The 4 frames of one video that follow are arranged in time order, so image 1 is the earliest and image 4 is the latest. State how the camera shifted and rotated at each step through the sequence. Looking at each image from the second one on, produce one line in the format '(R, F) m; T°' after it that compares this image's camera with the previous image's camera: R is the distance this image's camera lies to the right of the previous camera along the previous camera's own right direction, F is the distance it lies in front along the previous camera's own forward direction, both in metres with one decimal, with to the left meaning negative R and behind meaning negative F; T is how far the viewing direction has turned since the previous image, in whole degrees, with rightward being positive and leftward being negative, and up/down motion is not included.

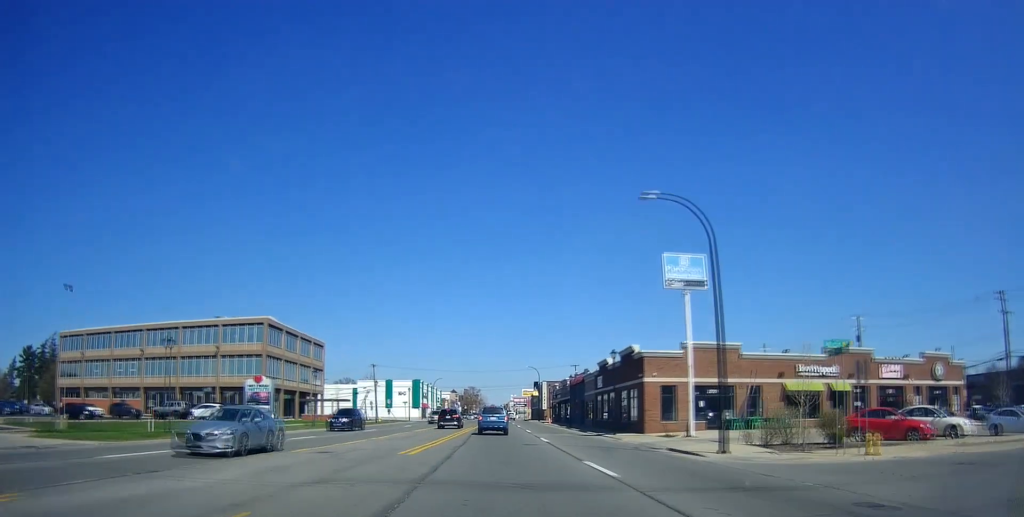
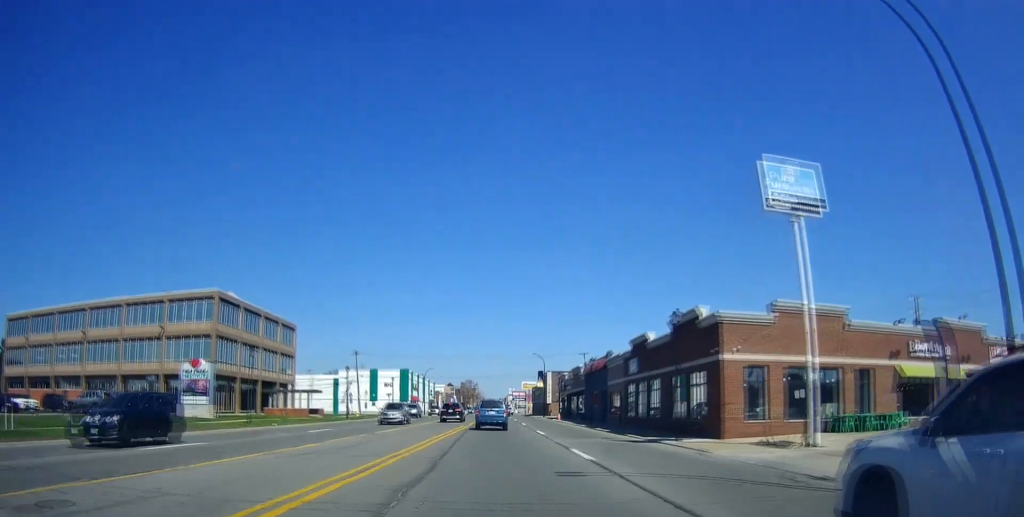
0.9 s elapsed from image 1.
(-0.7, +11.7) m; -1°
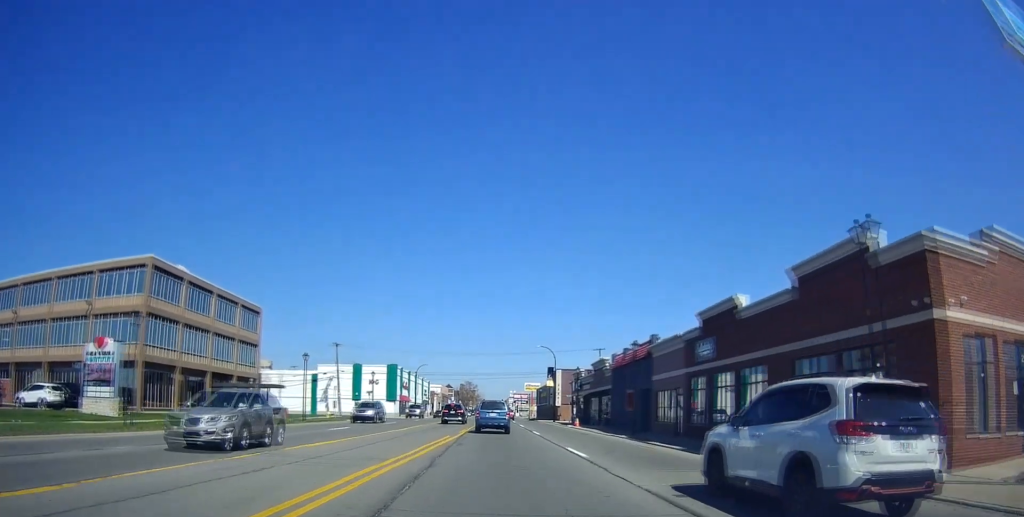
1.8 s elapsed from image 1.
(+0.3, +12.0) m; +3°
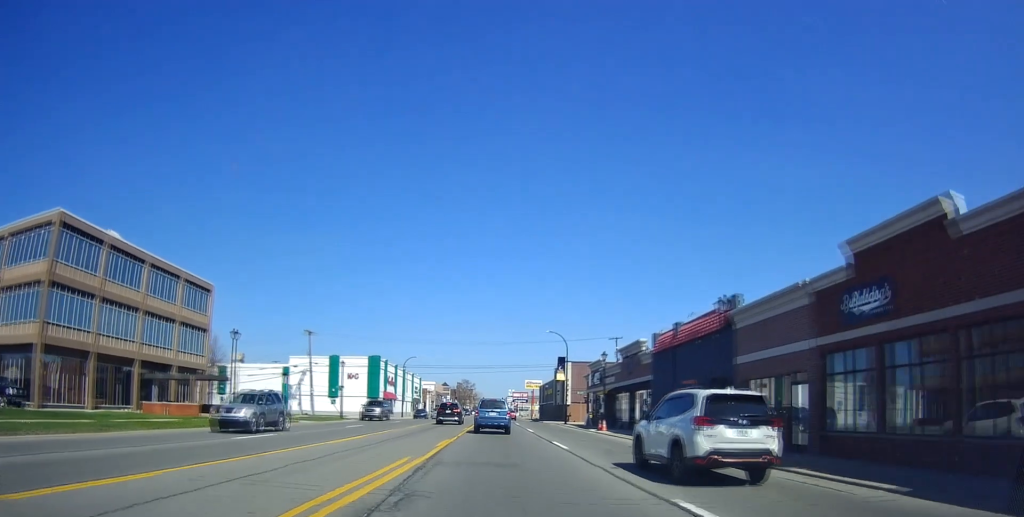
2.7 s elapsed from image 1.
(+0.5, +11.7) m; +1°
